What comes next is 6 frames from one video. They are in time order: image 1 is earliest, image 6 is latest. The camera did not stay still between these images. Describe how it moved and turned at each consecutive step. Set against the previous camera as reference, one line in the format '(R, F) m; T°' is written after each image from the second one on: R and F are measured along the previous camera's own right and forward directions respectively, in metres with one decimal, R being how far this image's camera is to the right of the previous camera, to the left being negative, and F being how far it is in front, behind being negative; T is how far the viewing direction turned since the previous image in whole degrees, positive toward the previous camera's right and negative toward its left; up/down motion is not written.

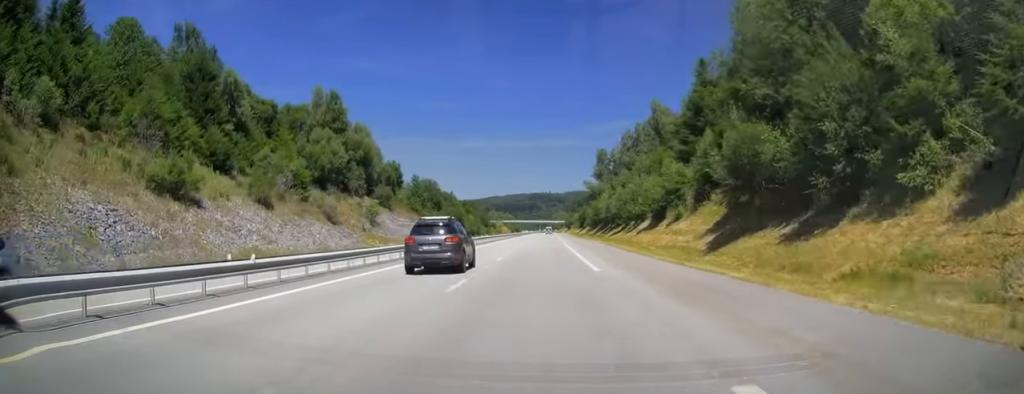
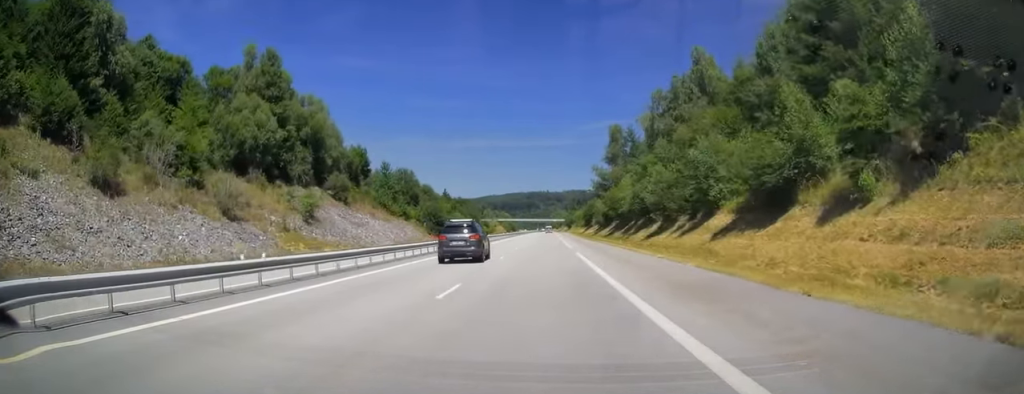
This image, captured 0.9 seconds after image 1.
(0.0, +27.3) m; 0°
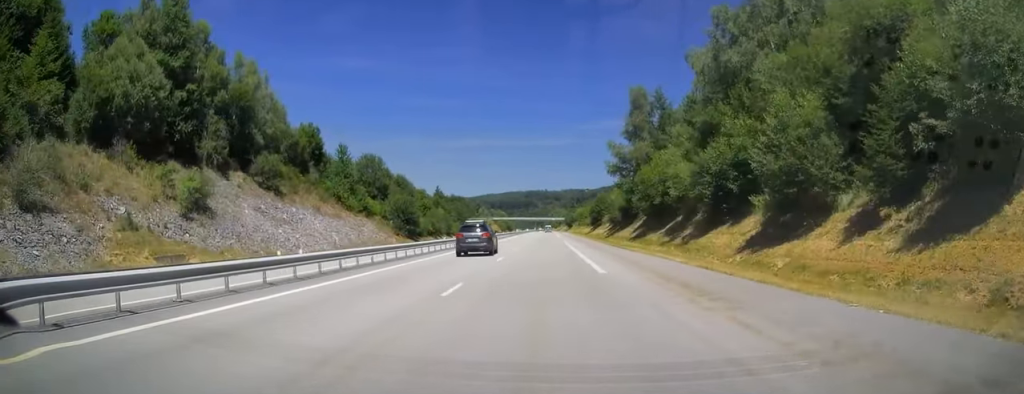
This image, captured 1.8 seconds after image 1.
(+0.2, +25.8) m; 0°
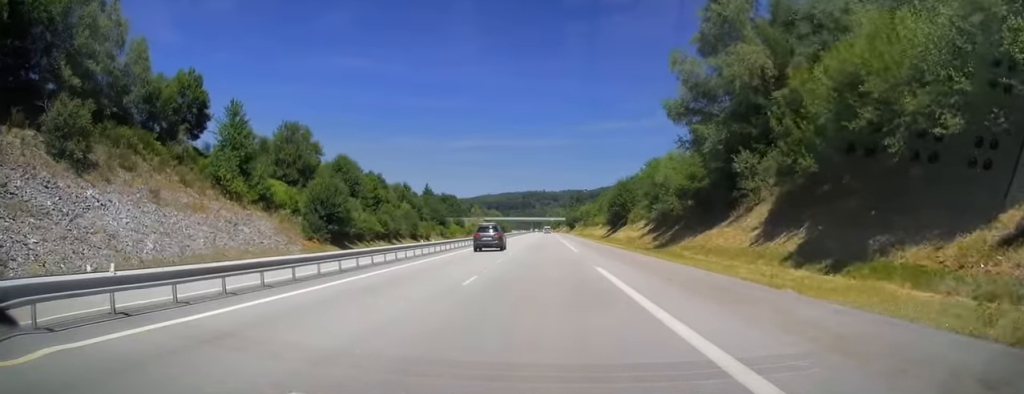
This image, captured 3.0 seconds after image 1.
(+0.1, +36.2) m; 0°
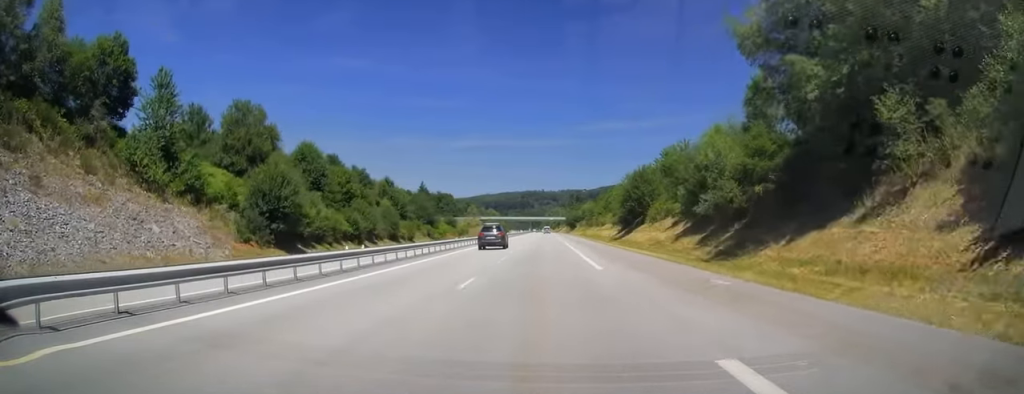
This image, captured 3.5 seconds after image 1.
(0.0, +13.9) m; 0°
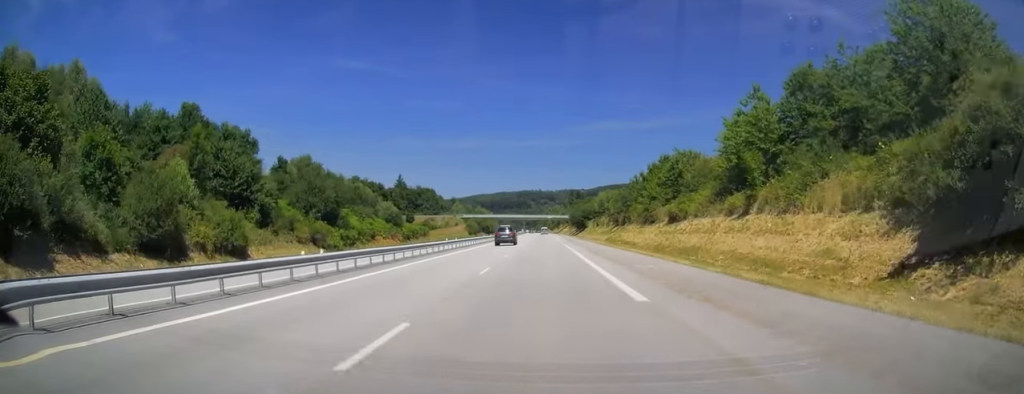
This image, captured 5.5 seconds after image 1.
(+0.5, +60.0) m; 0°
